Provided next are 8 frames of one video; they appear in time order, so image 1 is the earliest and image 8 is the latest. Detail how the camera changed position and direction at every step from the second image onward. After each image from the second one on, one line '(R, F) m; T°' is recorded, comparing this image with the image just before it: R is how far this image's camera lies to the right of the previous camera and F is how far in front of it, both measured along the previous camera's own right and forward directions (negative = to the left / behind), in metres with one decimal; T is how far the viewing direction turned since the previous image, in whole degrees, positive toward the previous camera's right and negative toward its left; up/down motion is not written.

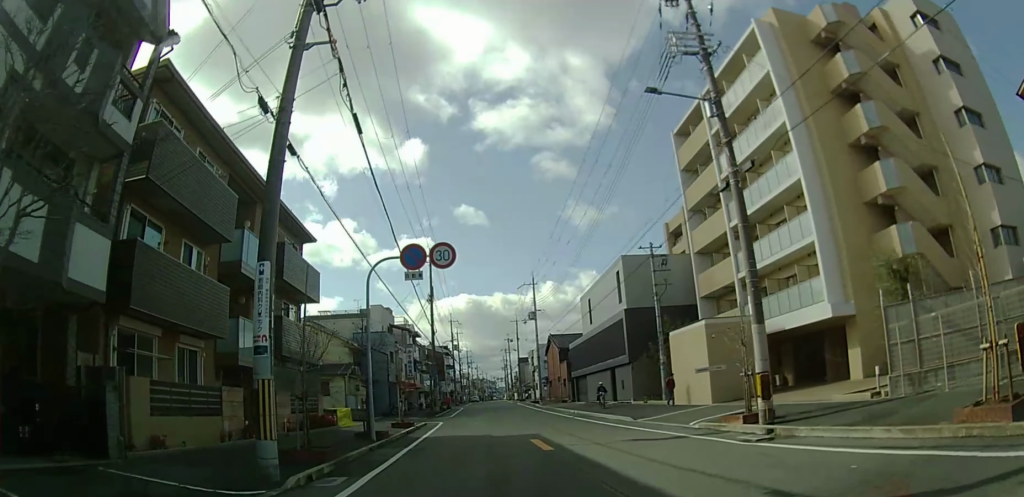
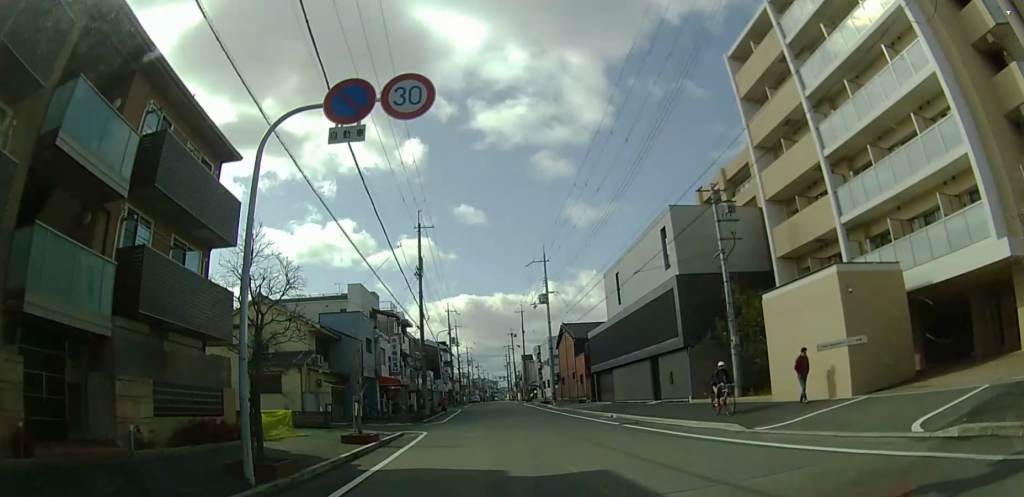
(0.0, +10.2) m; 0°
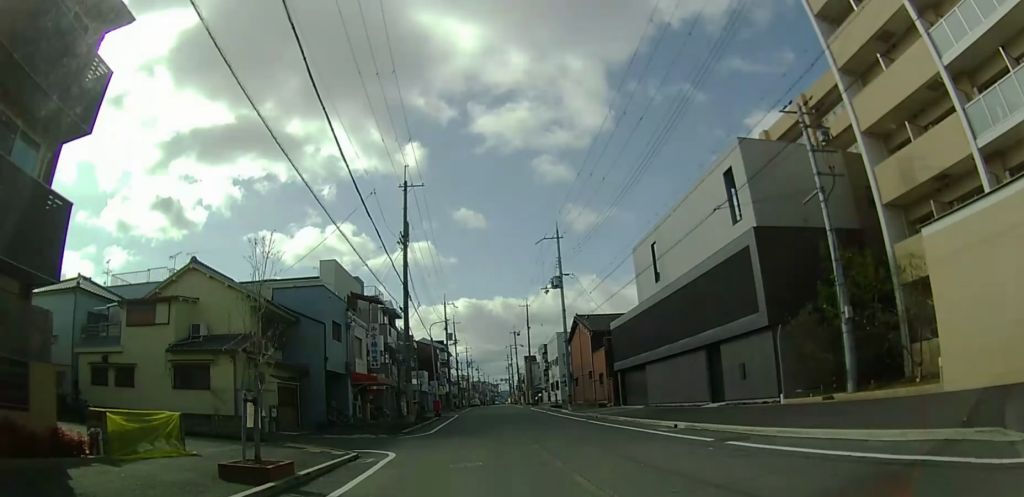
(0.0, +8.4) m; 0°
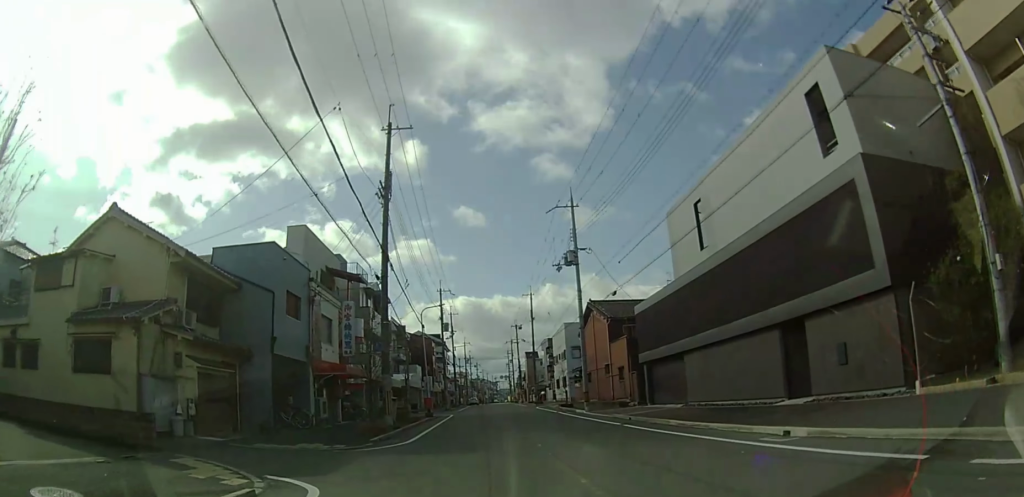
(0.0, +6.2) m; +1°
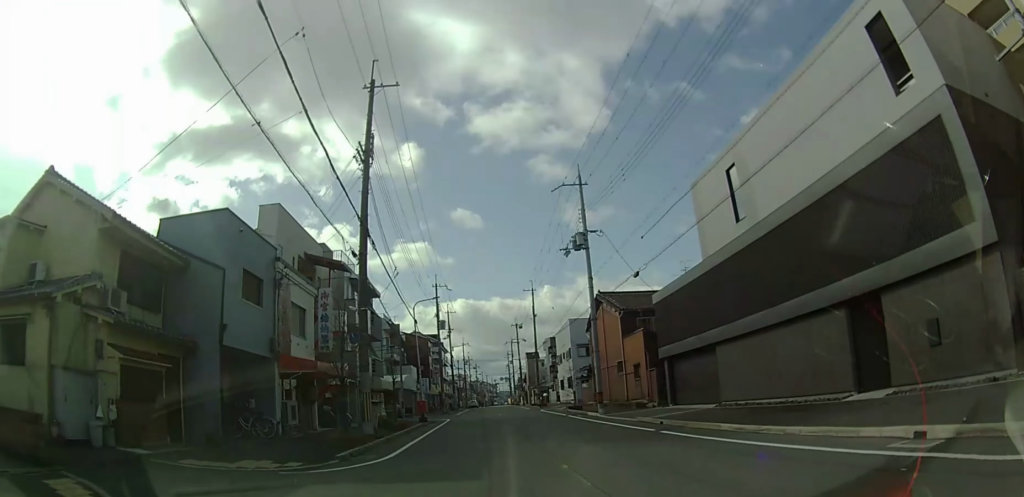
(+0.1, +4.1) m; 0°
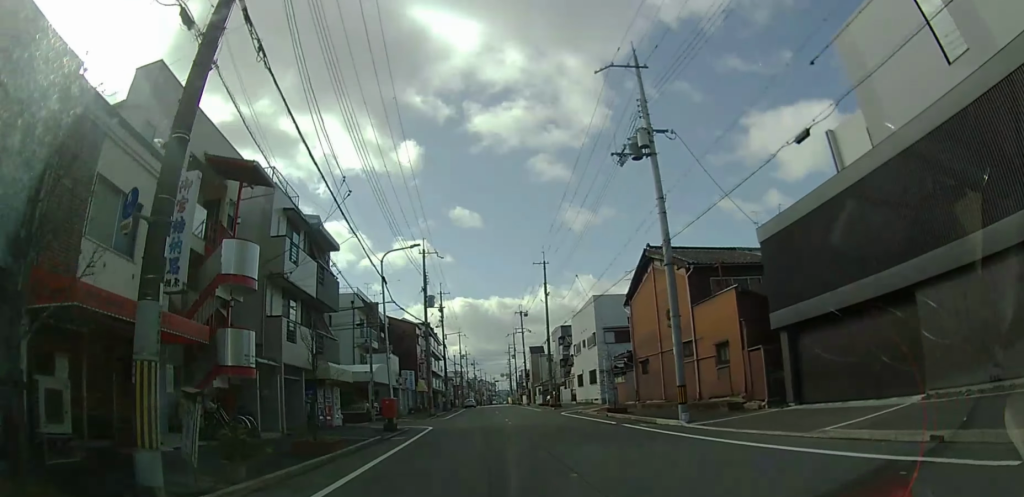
(+0.1, +11.6) m; -1°
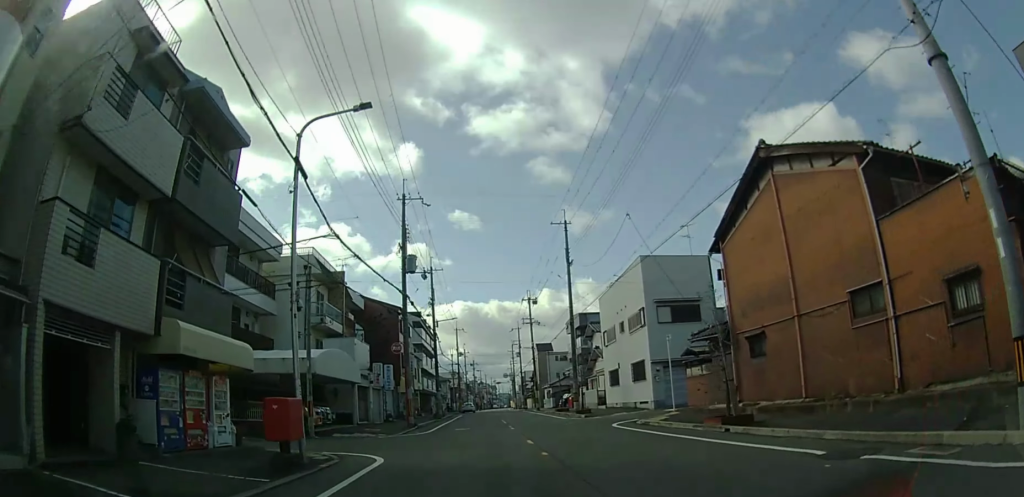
(-0.3, +12.5) m; -2°
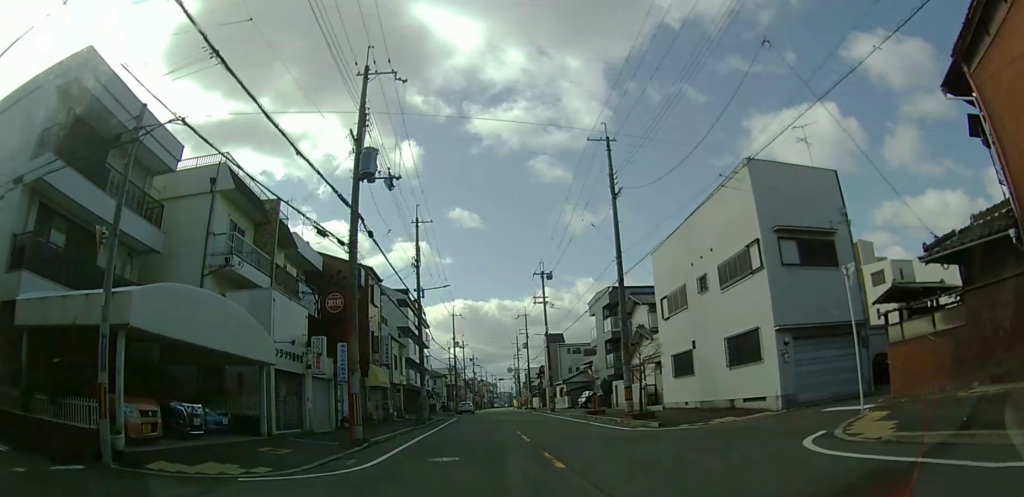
(0.0, +12.8) m; 0°
